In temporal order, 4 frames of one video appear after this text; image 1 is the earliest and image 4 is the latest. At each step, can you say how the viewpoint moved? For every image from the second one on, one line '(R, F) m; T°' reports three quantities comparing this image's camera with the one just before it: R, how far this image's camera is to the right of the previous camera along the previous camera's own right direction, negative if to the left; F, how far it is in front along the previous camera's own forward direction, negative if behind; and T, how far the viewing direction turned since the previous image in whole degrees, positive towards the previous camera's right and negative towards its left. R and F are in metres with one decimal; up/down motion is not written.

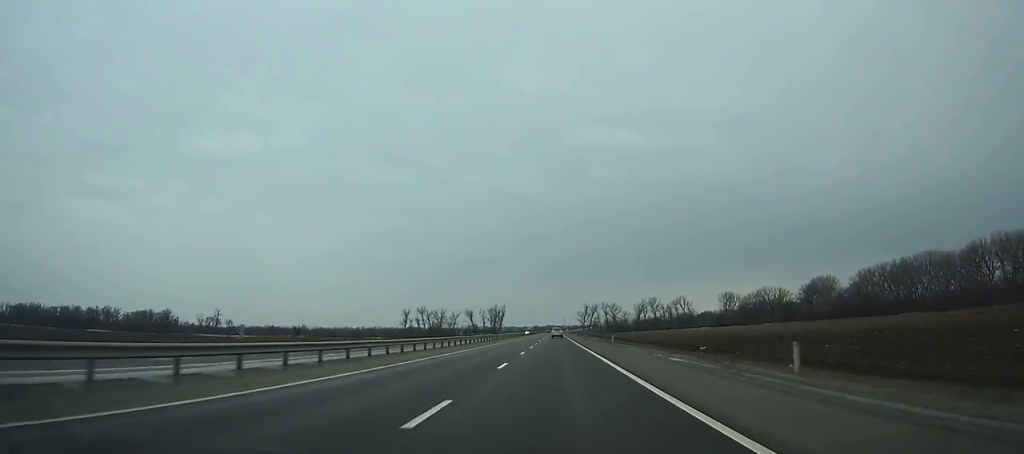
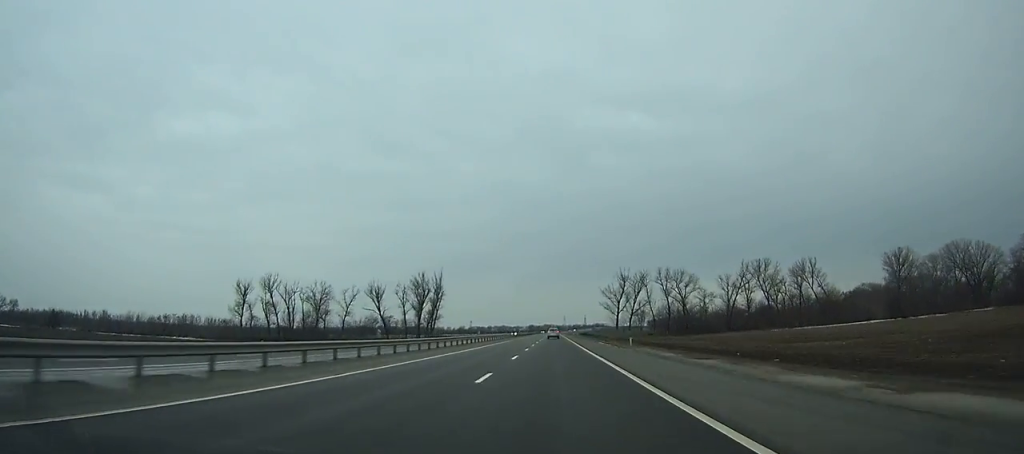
(-0.5, +219.6) m; 0°
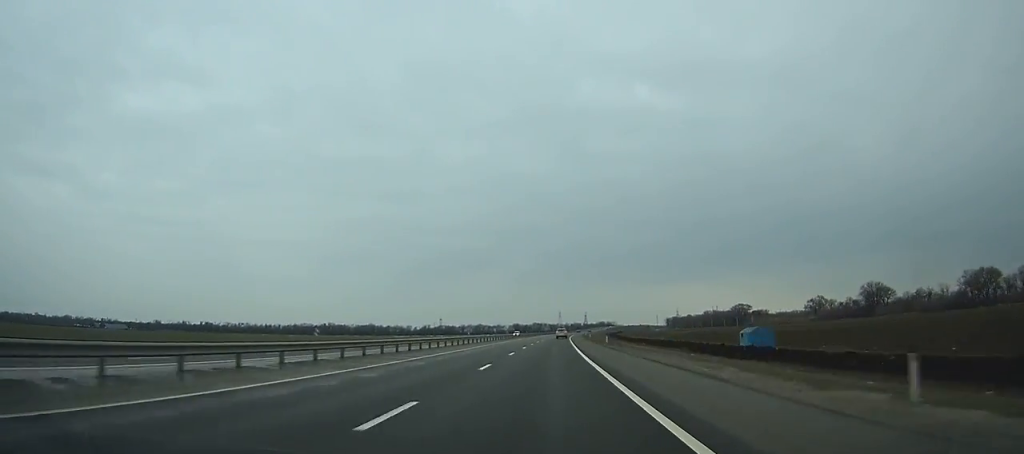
(-0.1, +280.4) m; +1°
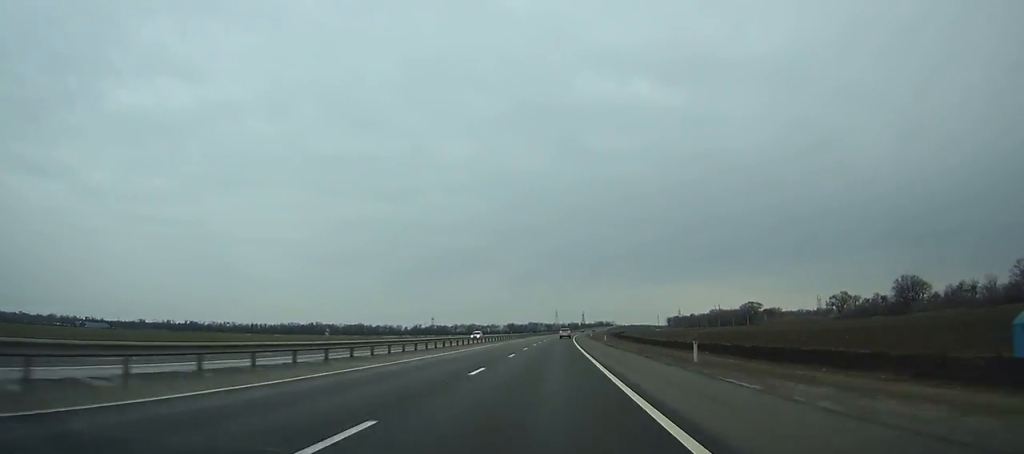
(+0.3, +38.8) m; +1°
